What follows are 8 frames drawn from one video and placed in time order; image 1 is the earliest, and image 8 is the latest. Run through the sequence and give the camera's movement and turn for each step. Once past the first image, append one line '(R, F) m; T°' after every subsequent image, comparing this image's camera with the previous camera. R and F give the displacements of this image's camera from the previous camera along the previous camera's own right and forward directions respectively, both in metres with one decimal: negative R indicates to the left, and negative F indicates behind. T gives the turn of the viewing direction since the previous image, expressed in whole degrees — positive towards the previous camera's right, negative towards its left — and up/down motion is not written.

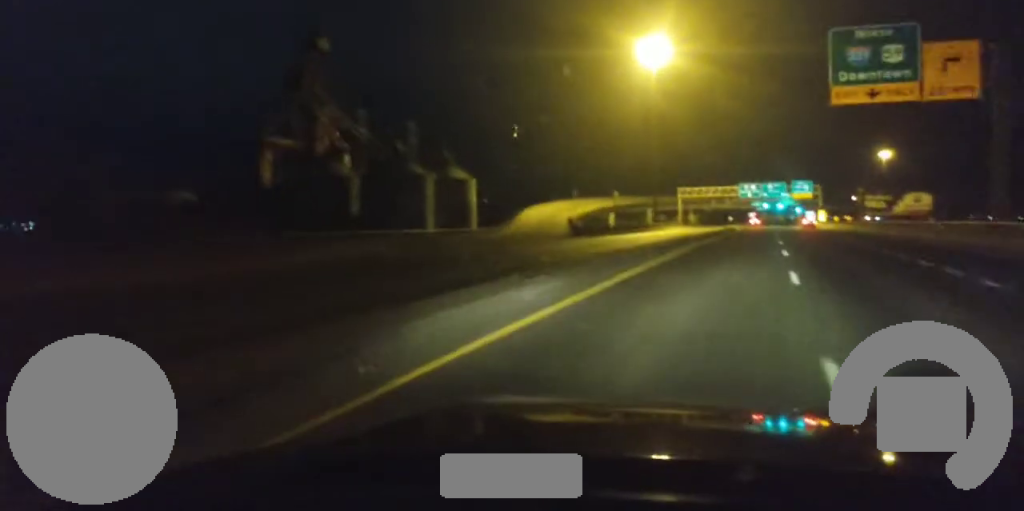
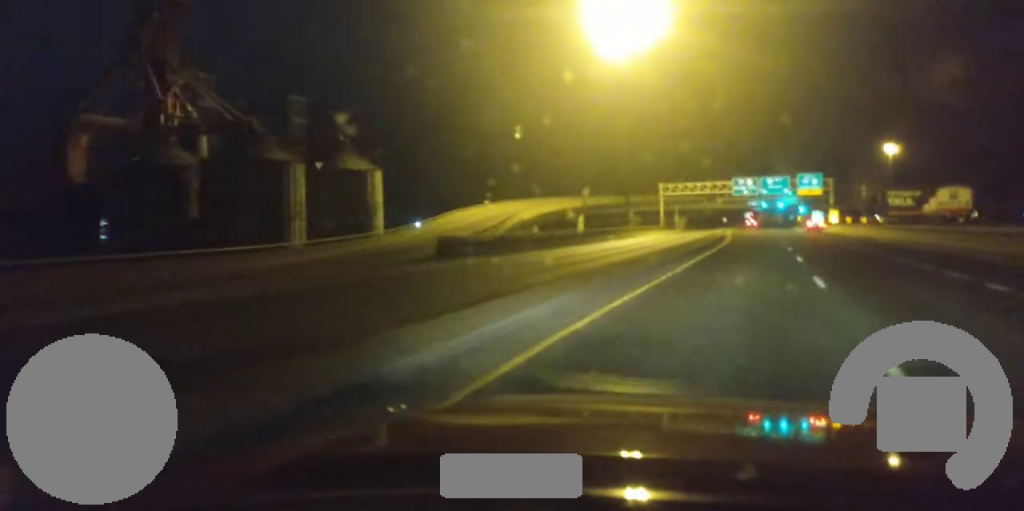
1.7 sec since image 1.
(+0.4, +35.9) m; +1°
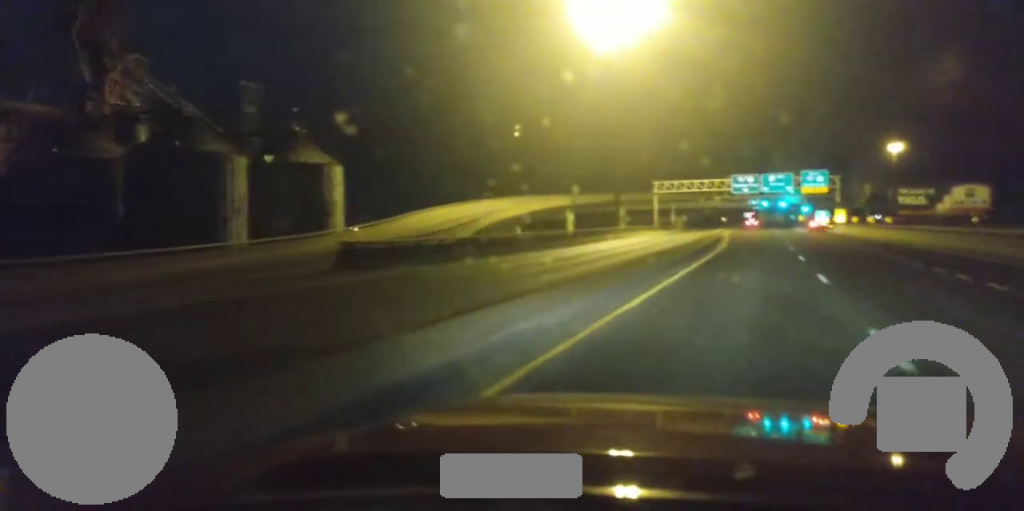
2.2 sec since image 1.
(0.0, +10.0) m; 0°
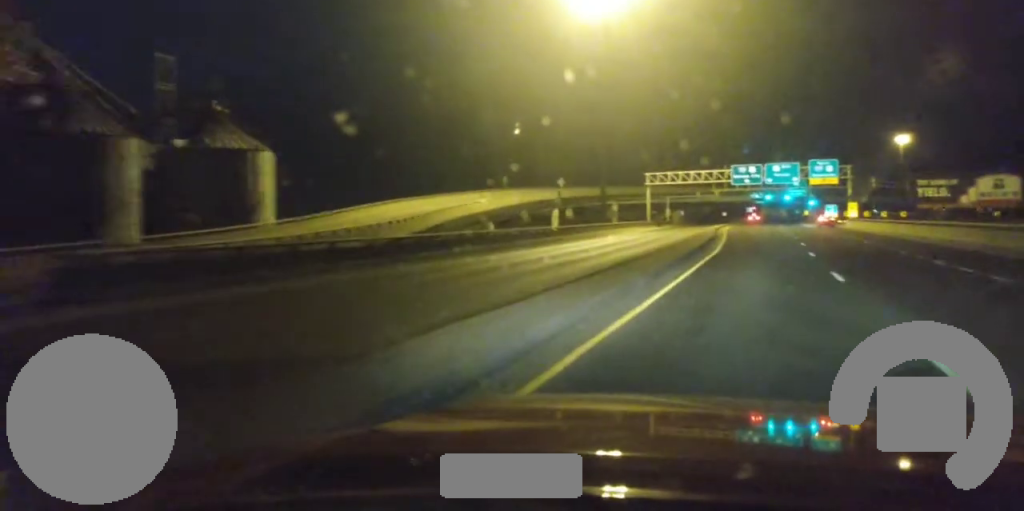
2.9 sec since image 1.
(+0.1, +13.0) m; 0°
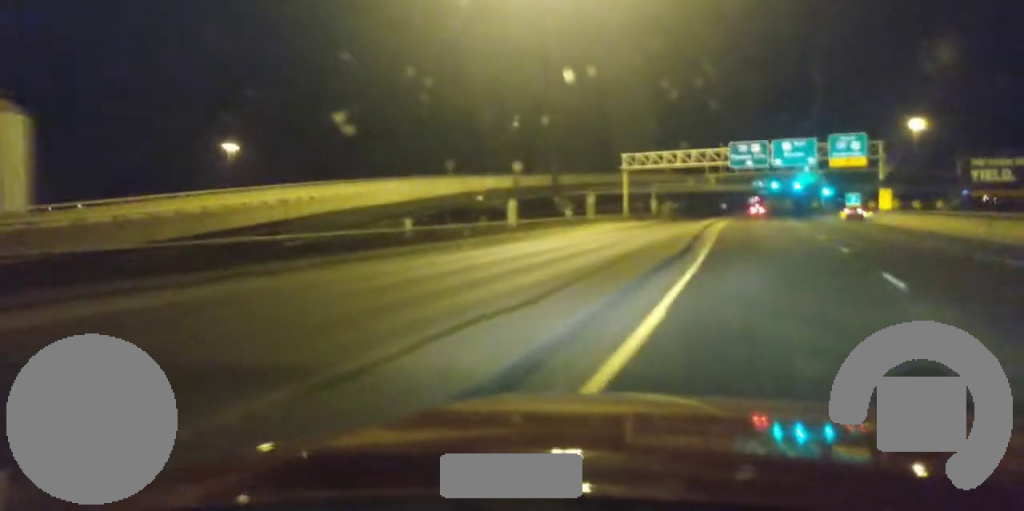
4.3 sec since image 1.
(-0.2, +26.5) m; -1°
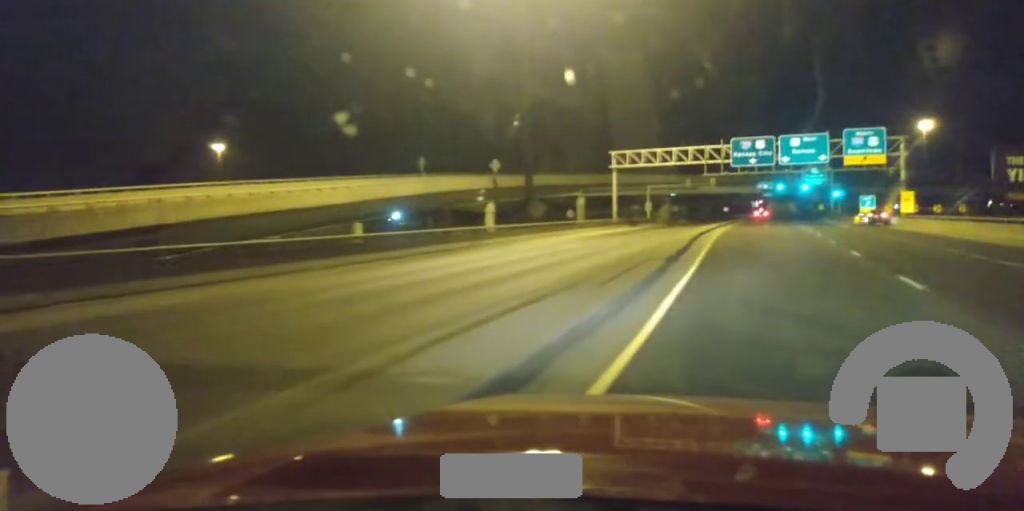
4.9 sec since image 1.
(0.0, +10.8) m; 0°
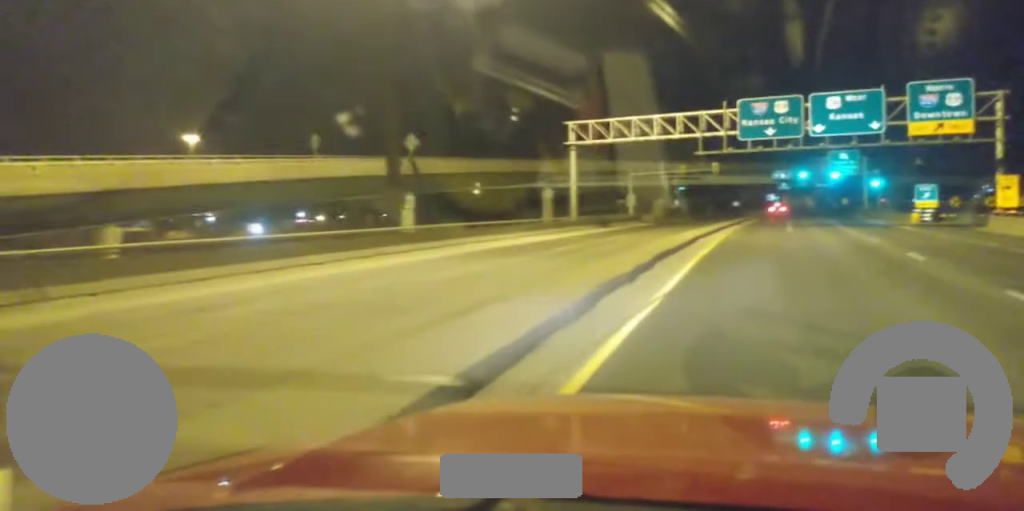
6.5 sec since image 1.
(+0.1, +27.5) m; 0°
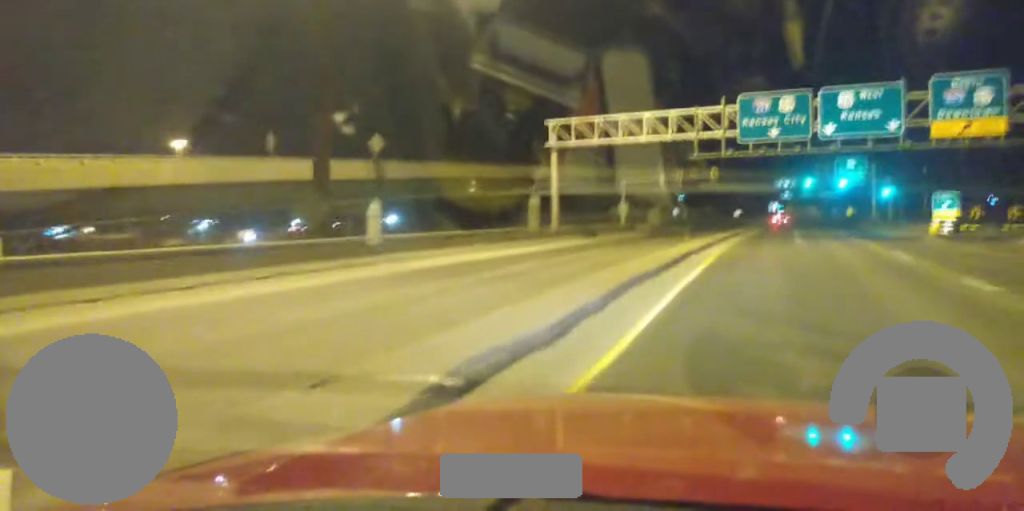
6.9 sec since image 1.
(0.0, +6.5) m; +1°
